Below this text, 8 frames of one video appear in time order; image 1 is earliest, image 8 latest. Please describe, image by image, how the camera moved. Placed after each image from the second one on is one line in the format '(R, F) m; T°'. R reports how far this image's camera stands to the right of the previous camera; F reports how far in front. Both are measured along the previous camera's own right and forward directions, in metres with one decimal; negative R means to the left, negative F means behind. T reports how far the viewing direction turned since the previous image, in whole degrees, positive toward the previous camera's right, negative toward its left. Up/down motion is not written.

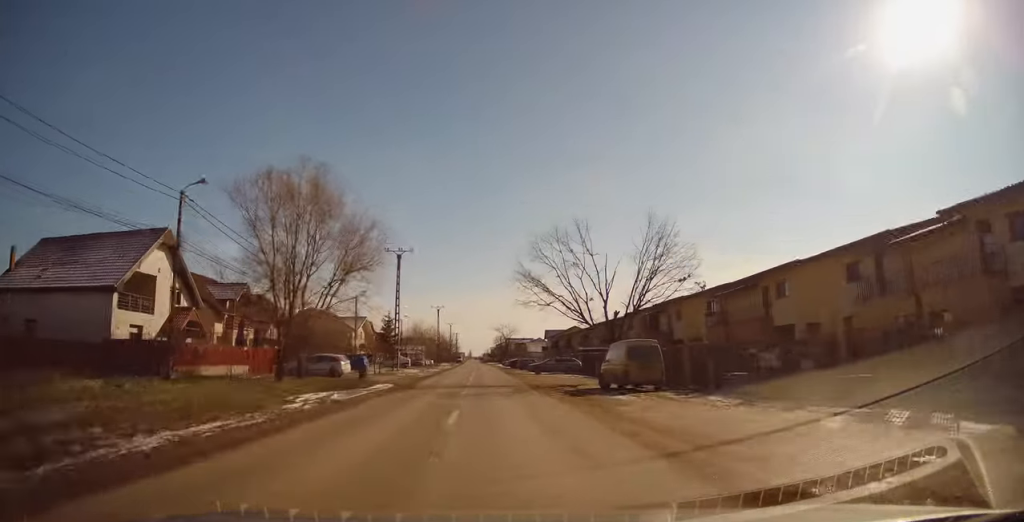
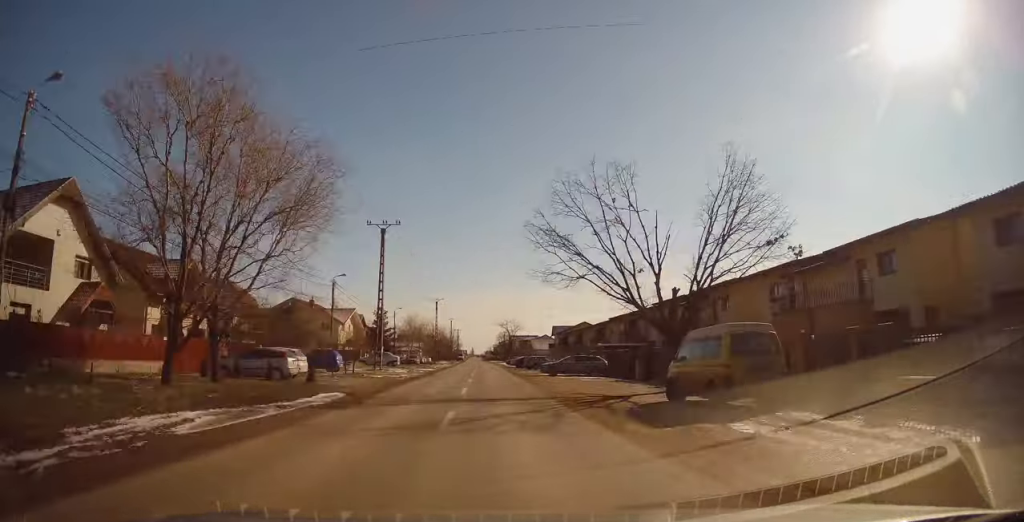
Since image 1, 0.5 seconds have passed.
(0.0, +9.3) m; 0°
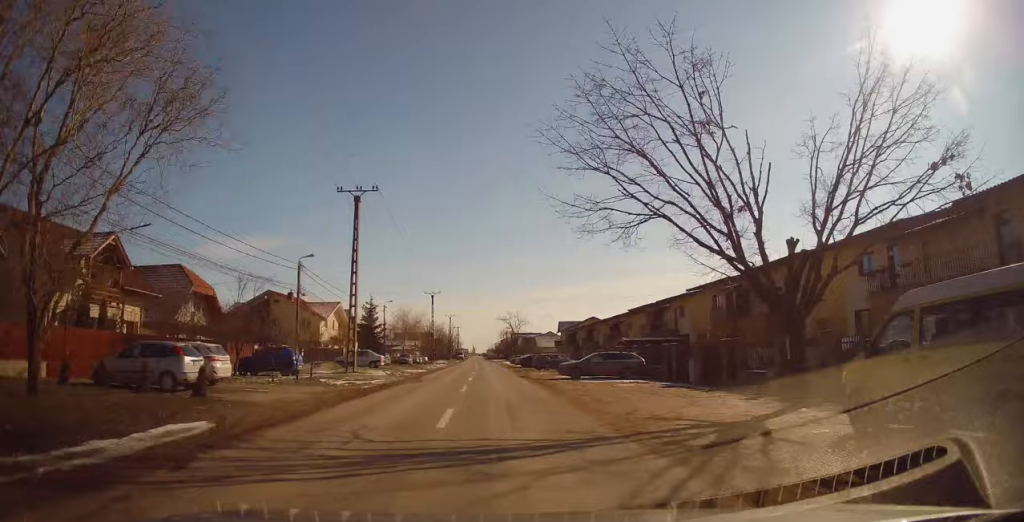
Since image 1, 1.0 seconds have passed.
(+0.1, +8.8) m; 0°
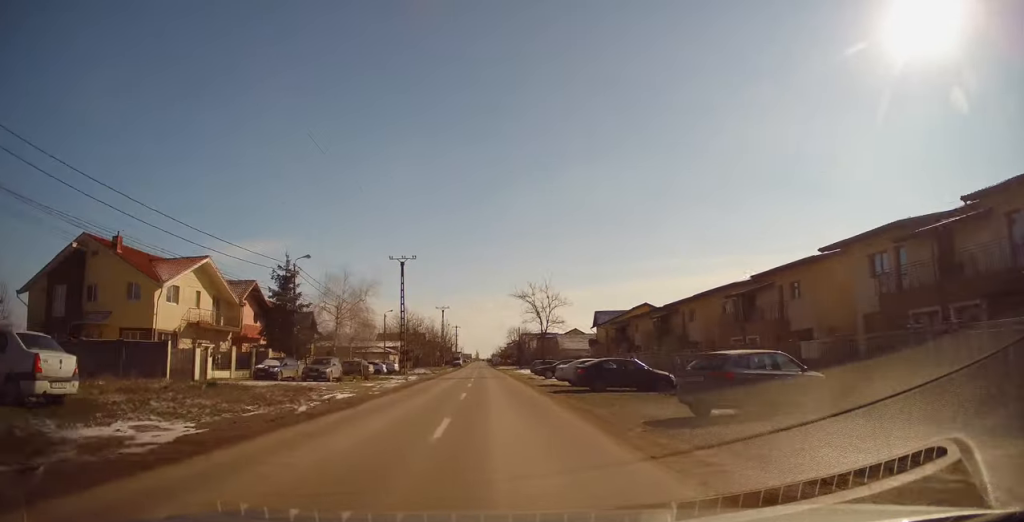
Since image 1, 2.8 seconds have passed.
(+0.1, +36.1) m; -1°
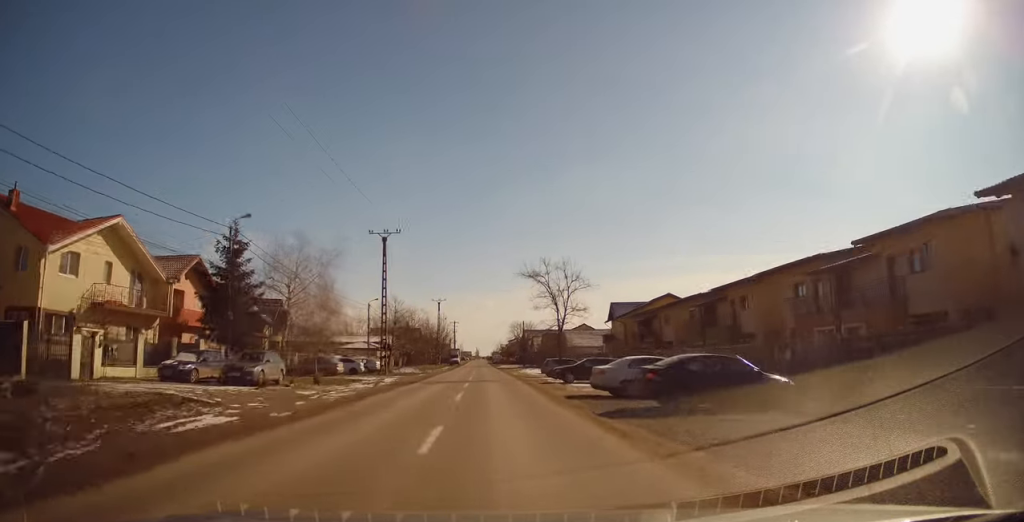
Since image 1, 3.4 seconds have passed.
(0.0, +10.4) m; -1°
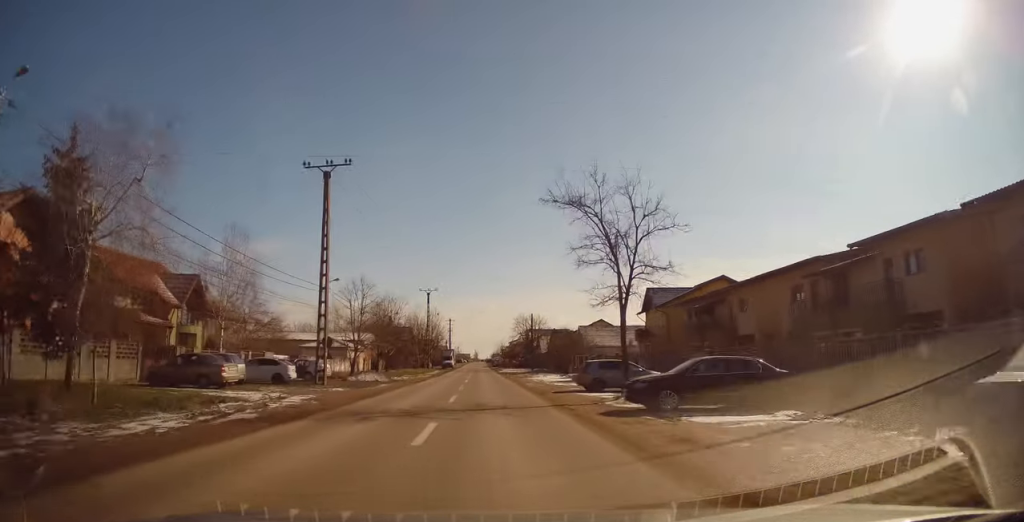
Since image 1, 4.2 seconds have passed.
(-0.2, +16.9) m; 0°
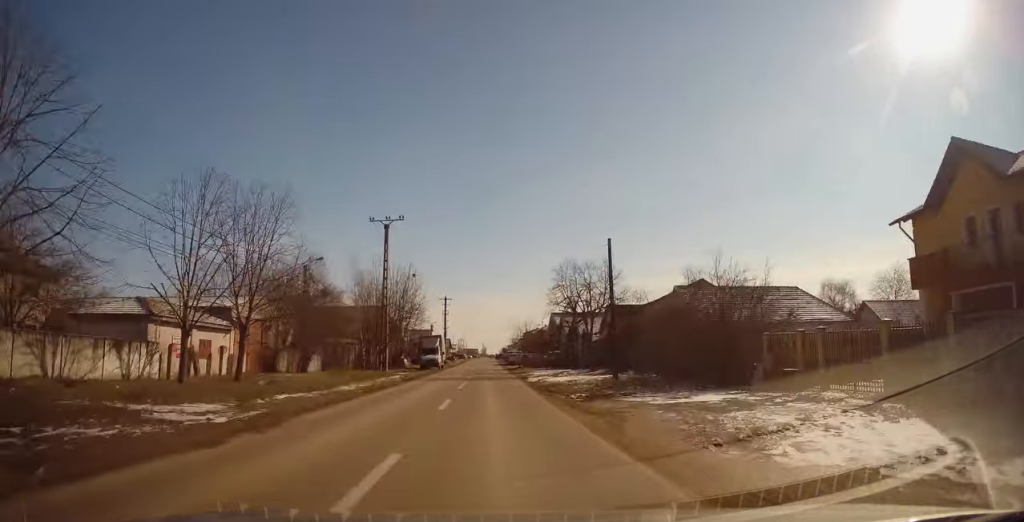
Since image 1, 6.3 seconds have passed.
(+0.5, +39.7) m; -1°
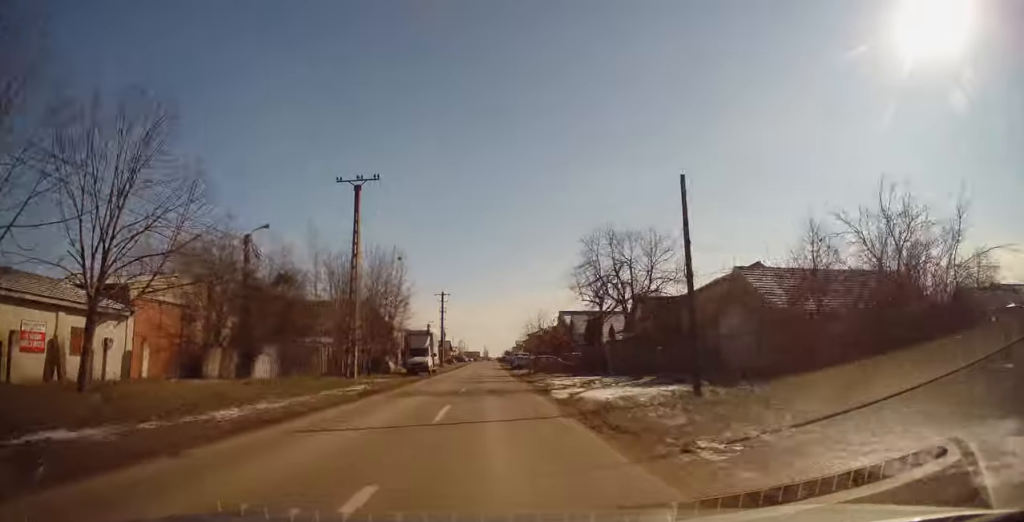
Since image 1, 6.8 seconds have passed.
(-0.2, +10.5) m; 0°
